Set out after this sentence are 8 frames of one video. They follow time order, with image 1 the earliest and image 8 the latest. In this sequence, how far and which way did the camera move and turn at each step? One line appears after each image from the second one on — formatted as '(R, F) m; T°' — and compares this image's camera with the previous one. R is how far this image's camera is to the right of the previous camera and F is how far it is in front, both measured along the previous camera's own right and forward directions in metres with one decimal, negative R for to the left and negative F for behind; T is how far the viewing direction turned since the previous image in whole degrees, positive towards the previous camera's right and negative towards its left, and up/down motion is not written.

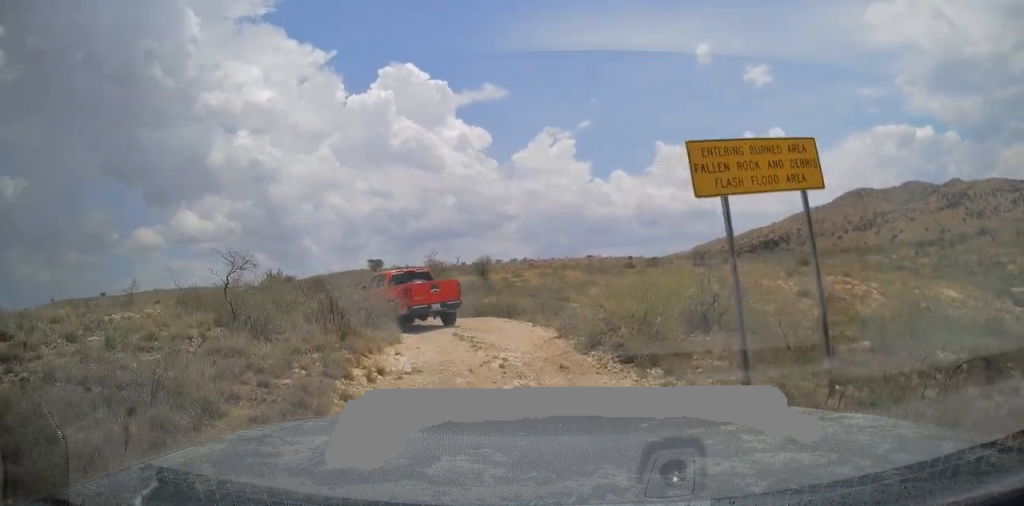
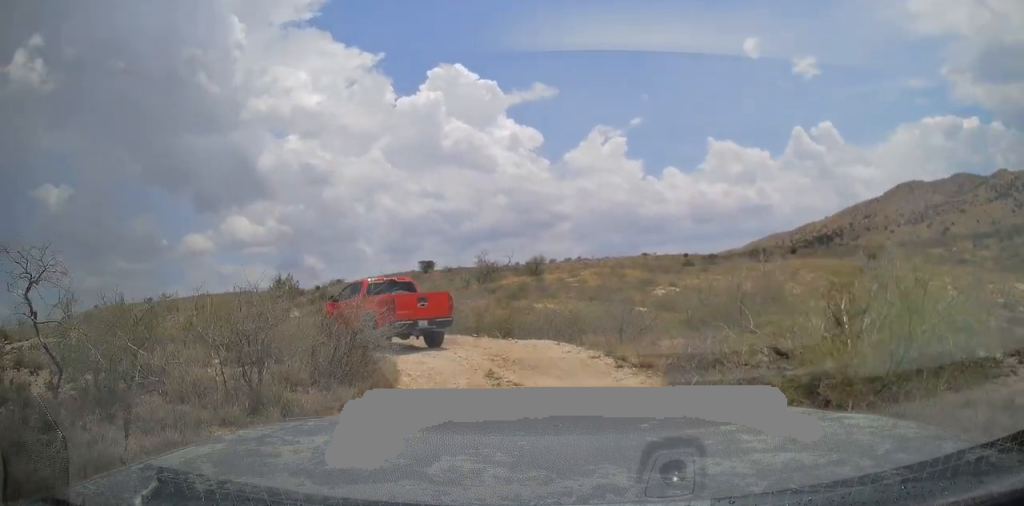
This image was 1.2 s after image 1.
(-0.1, +5.4) m; -2°
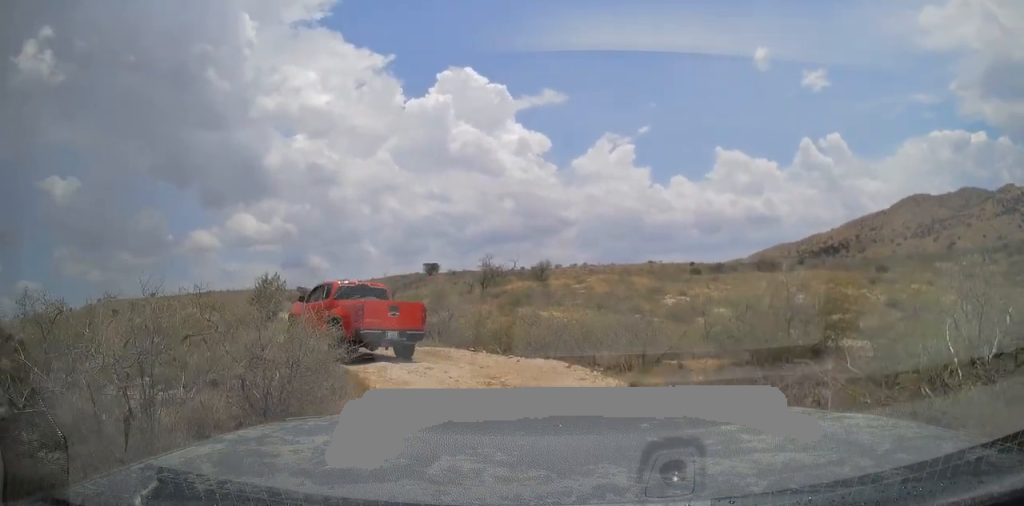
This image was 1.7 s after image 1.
(0.0, +1.9) m; 0°
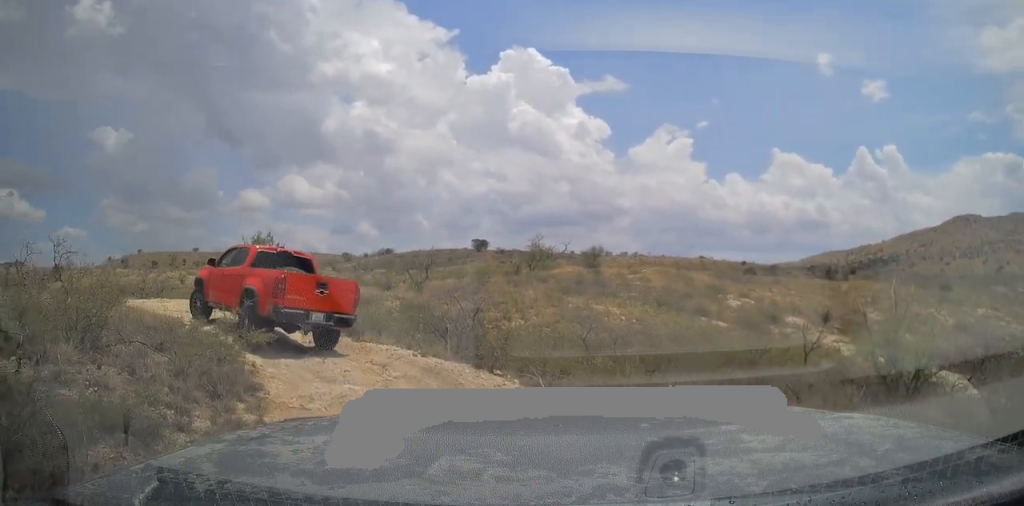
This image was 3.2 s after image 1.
(0.0, +5.2) m; -9°
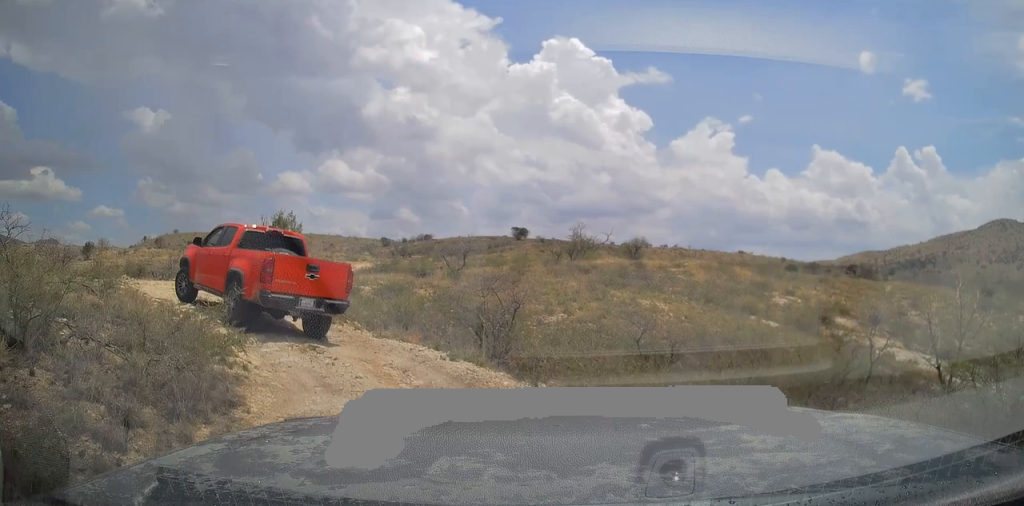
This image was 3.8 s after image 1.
(-0.2, +1.6) m; -3°
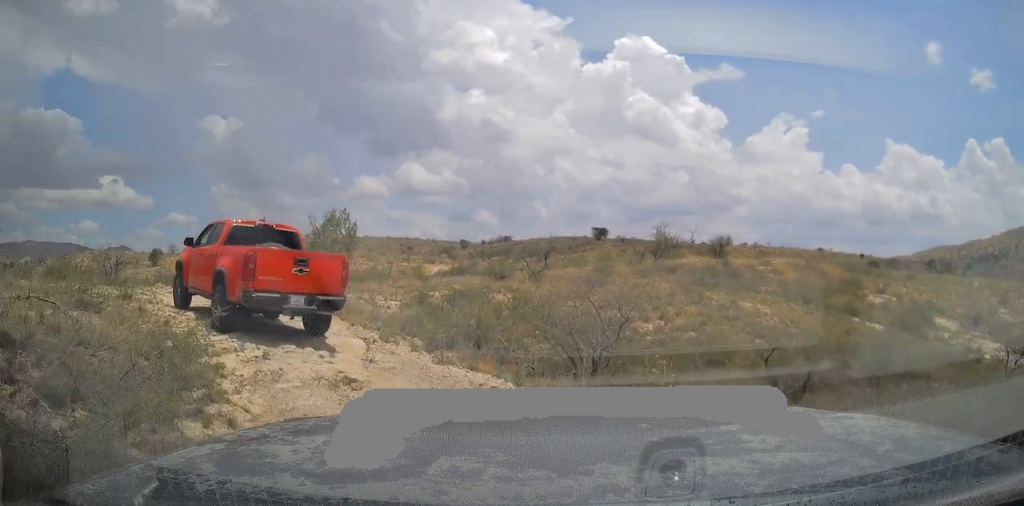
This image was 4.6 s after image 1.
(-0.2, +2.6) m; -3°
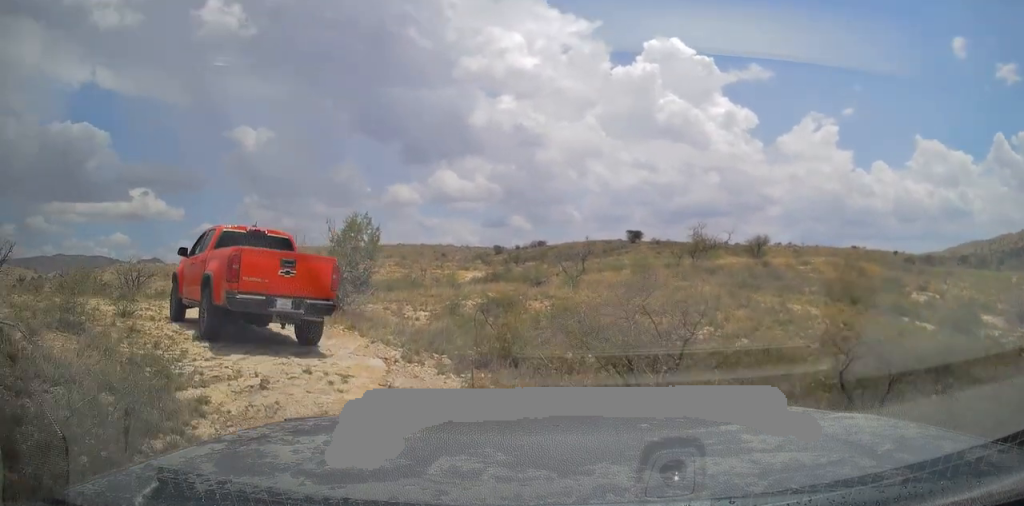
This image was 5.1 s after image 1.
(+0.2, +1.4) m; 0°
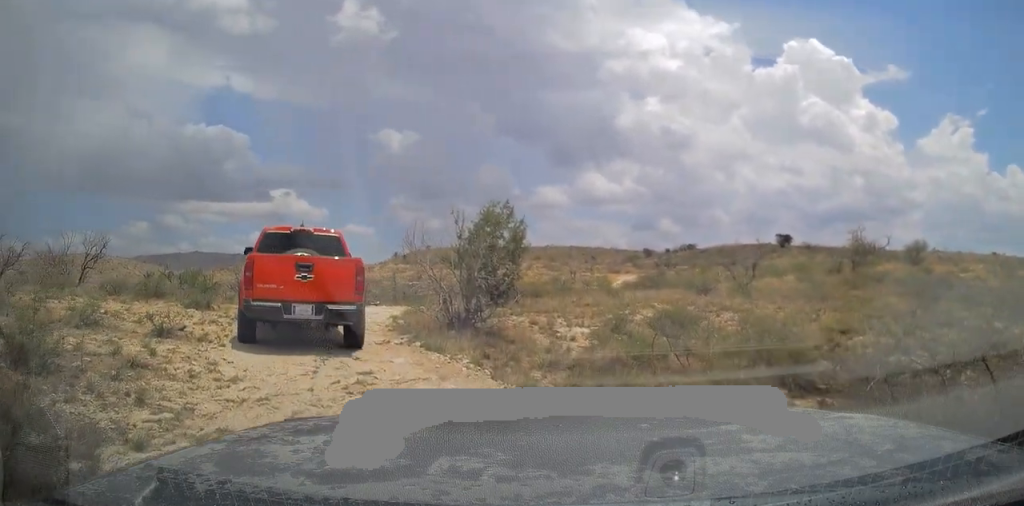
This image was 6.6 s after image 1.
(-0.4, +3.6) m; -14°
